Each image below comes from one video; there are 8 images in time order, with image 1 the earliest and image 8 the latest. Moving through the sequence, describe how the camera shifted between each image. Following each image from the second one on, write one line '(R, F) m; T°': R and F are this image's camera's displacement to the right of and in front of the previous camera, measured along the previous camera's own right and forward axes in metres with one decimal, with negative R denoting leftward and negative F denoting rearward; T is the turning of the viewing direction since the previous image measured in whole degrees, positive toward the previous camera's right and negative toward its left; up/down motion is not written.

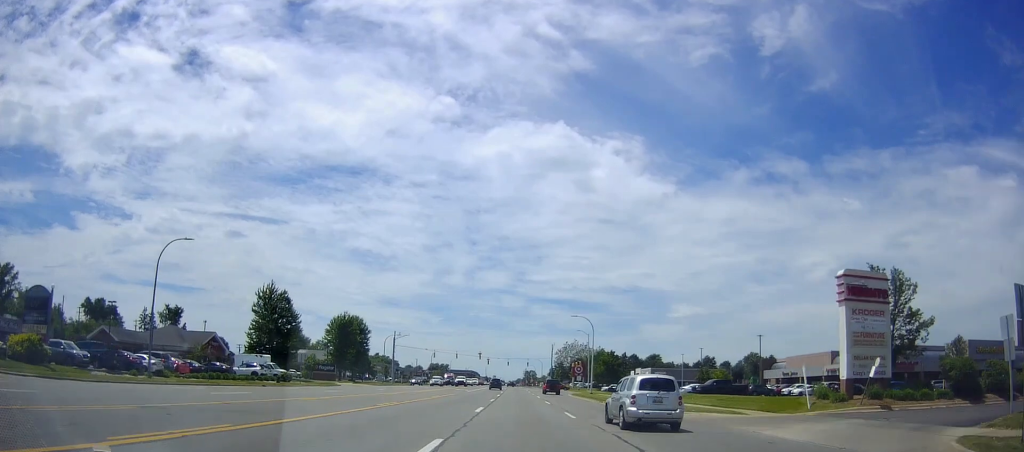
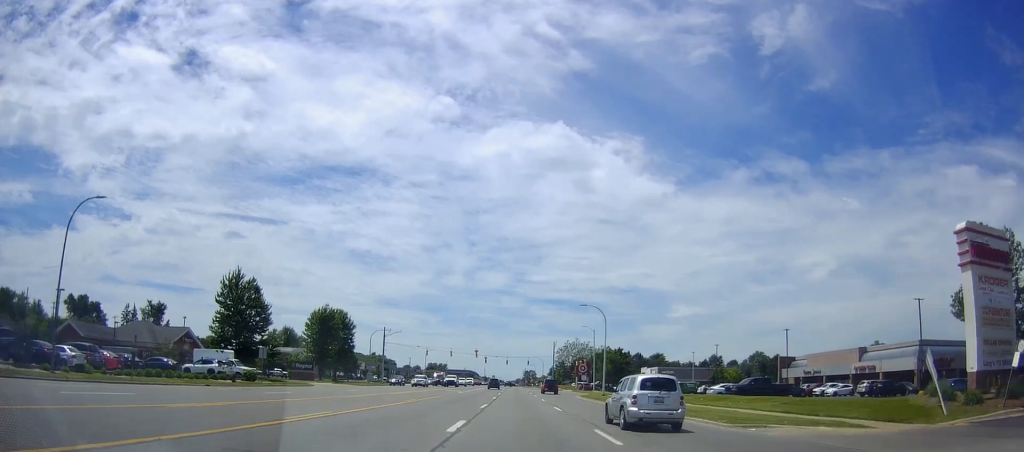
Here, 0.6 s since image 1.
(0.0, +9.4) m; 0°
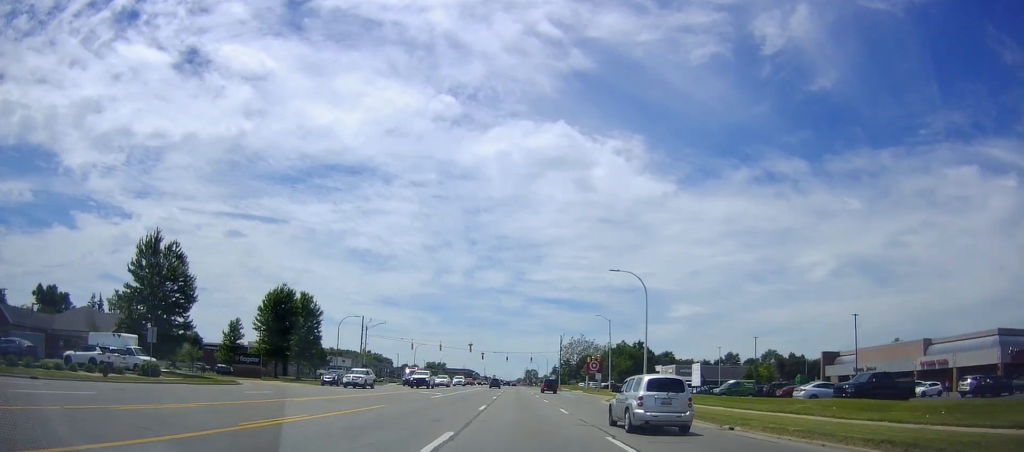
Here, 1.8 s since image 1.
(0.0, +17.5) m; -1°
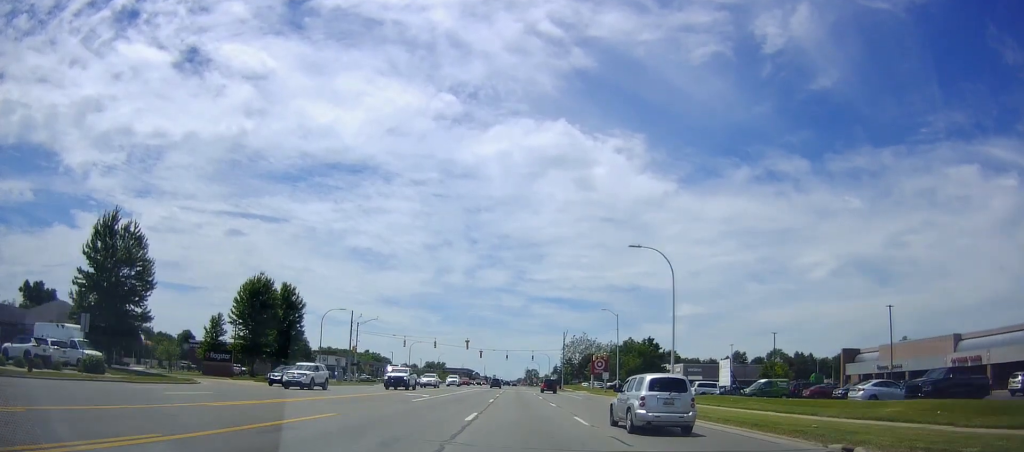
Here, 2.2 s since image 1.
(0.0, +6.9) m; -1°
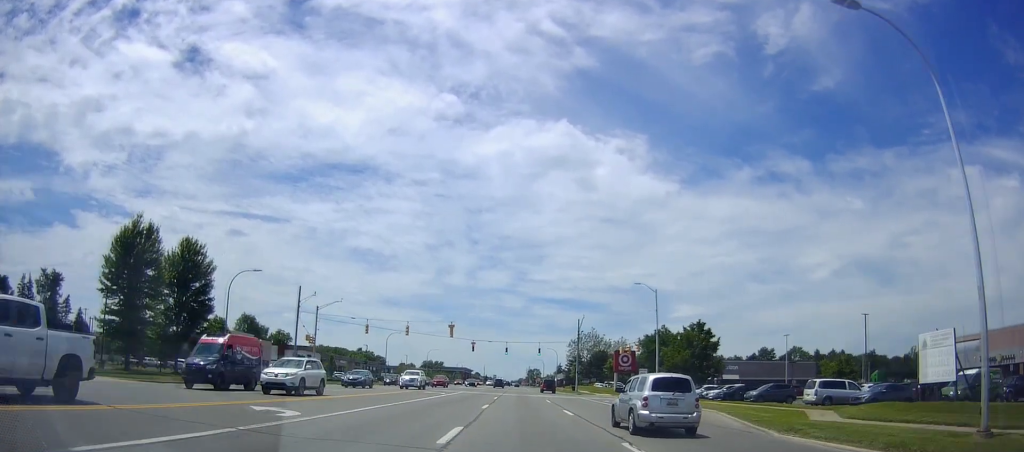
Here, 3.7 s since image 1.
(-0.2, +24.4) m; 0°
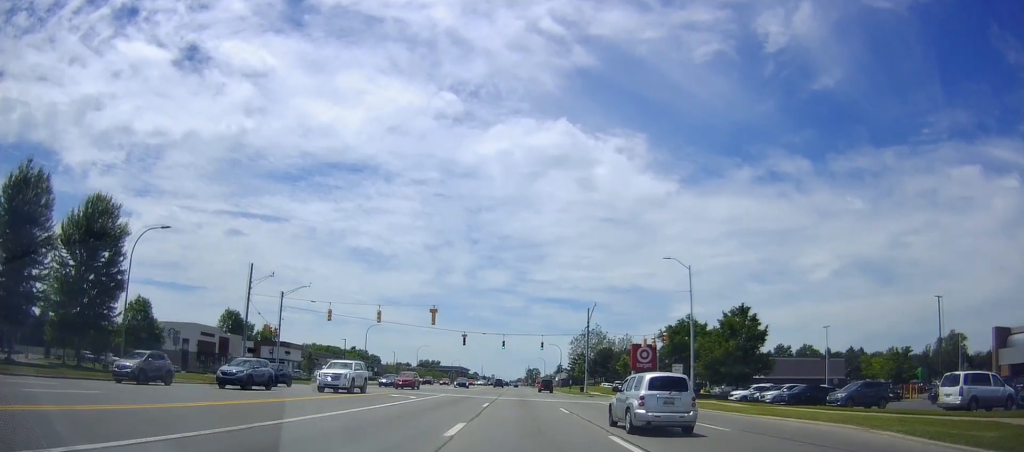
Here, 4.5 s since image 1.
(0.0, +13.7) m; -1°
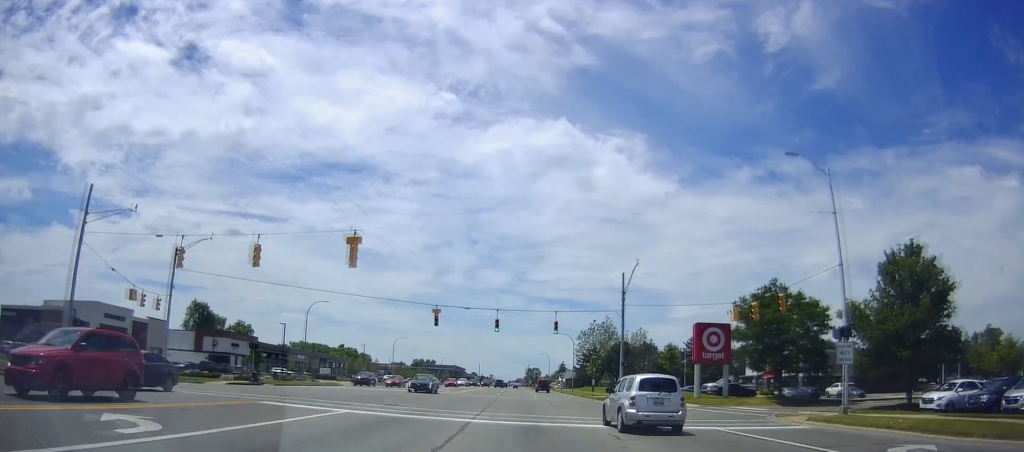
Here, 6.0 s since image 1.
(-0.5, +26.1) m; 0°
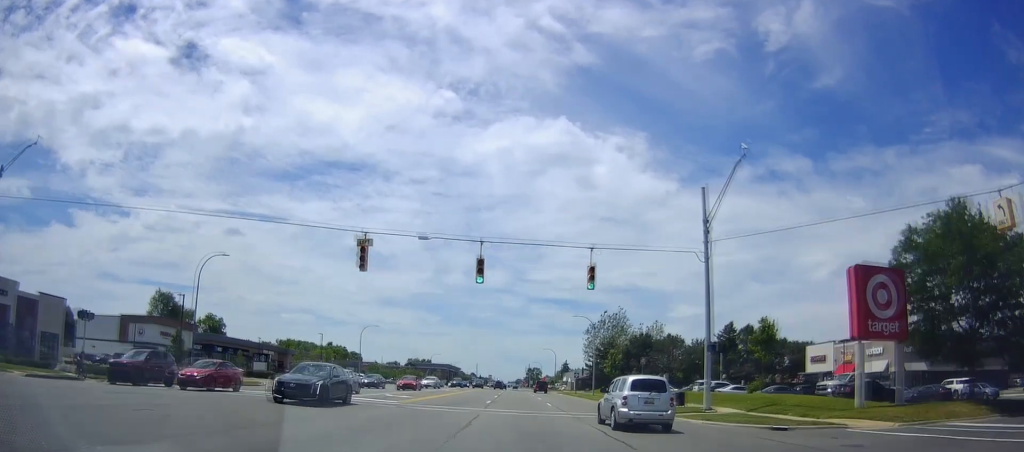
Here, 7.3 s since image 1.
(+0.7, +23.9) m; +2°
